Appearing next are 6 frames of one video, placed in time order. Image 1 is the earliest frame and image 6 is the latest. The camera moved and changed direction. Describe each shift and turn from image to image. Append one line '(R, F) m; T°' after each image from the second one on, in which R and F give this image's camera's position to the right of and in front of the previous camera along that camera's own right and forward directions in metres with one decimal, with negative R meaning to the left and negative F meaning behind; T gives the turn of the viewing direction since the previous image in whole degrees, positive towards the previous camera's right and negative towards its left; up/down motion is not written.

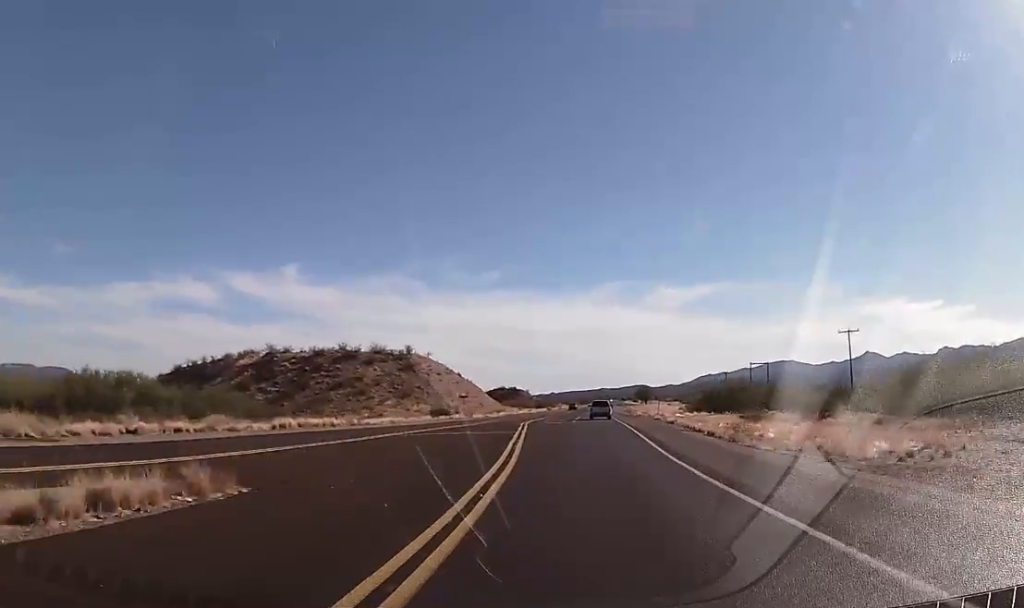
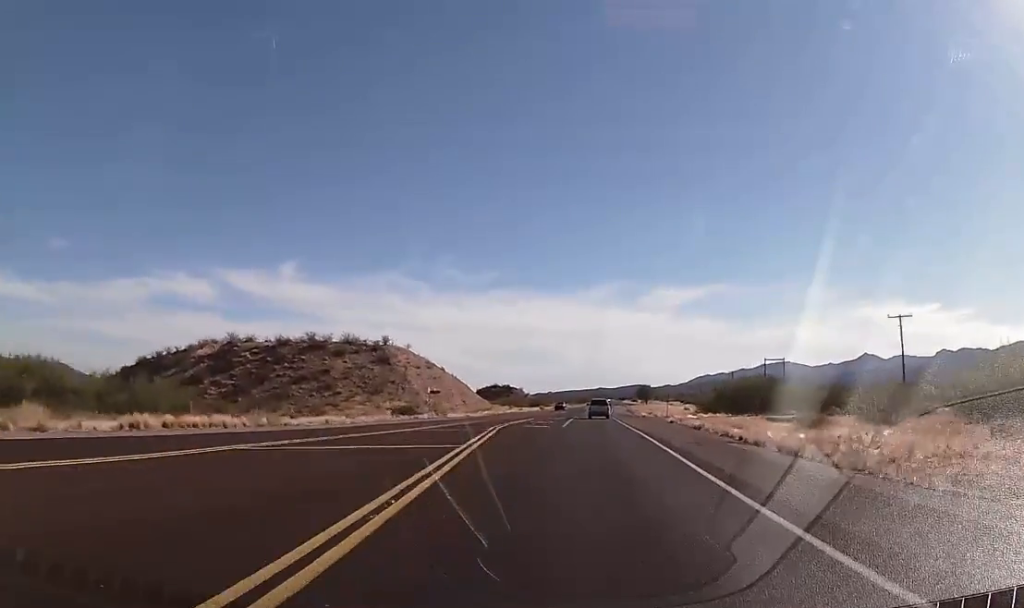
(0.0, +16.1) m; 0°
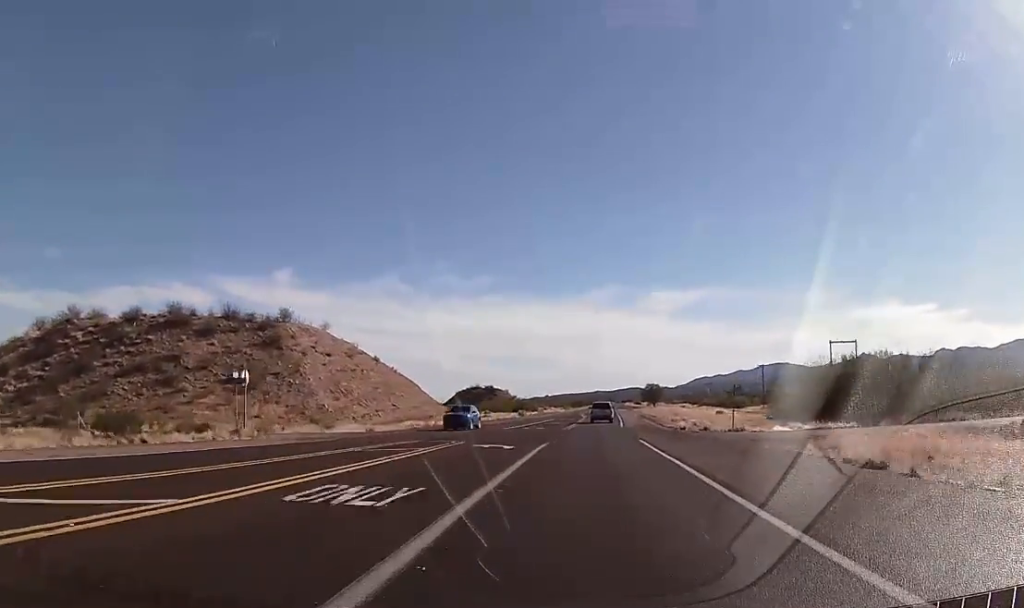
(-0.1, +44.6) m; -1°
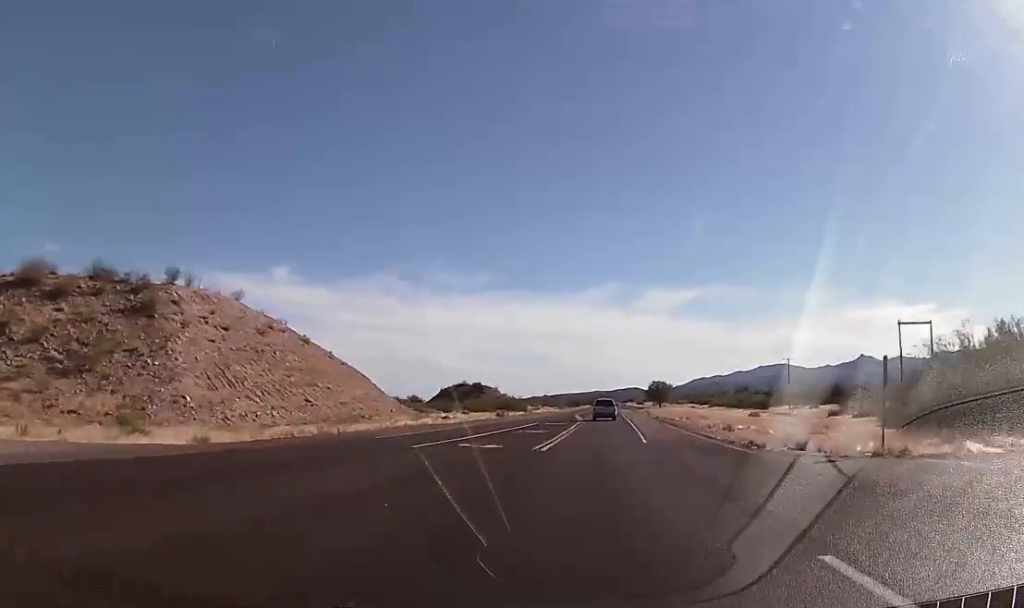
(-0.3, +26.2) m; 0°
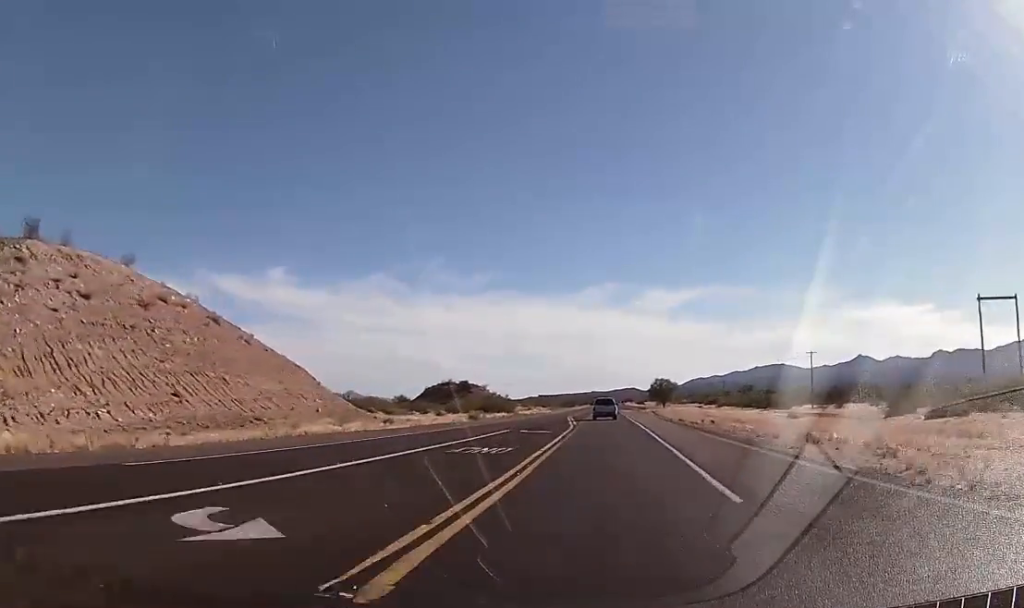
(0.0, +19.6) m; +1°
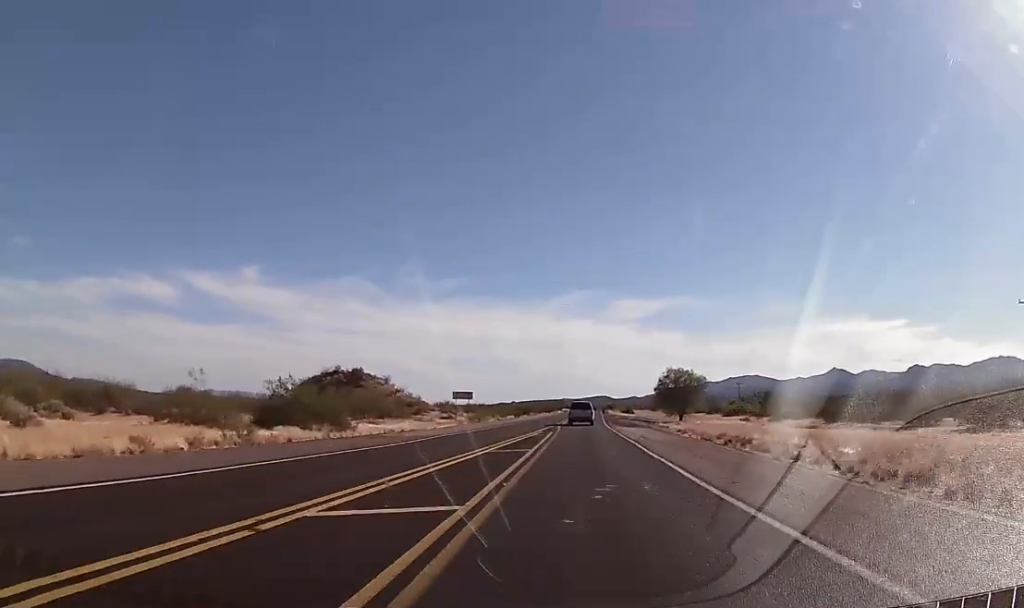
(+1.7, +82.3) m; +2°
